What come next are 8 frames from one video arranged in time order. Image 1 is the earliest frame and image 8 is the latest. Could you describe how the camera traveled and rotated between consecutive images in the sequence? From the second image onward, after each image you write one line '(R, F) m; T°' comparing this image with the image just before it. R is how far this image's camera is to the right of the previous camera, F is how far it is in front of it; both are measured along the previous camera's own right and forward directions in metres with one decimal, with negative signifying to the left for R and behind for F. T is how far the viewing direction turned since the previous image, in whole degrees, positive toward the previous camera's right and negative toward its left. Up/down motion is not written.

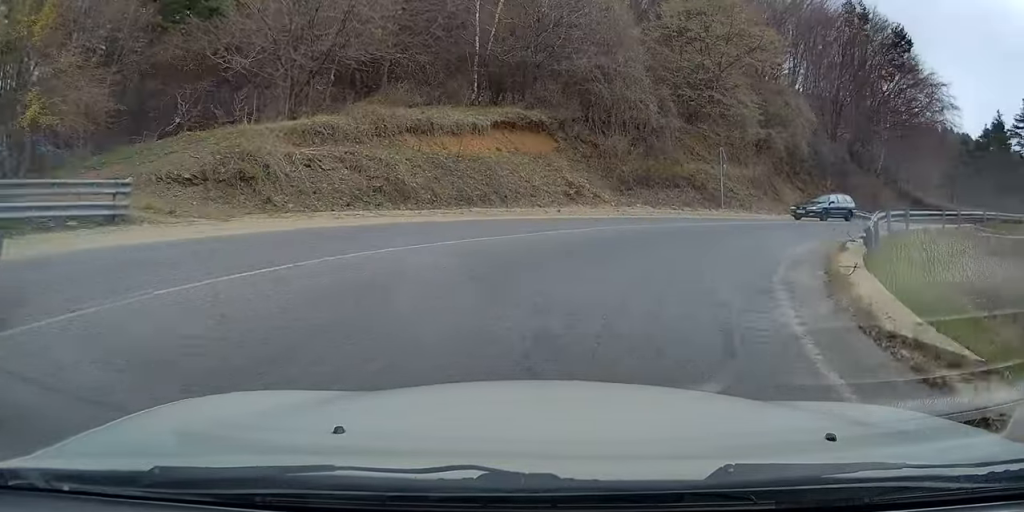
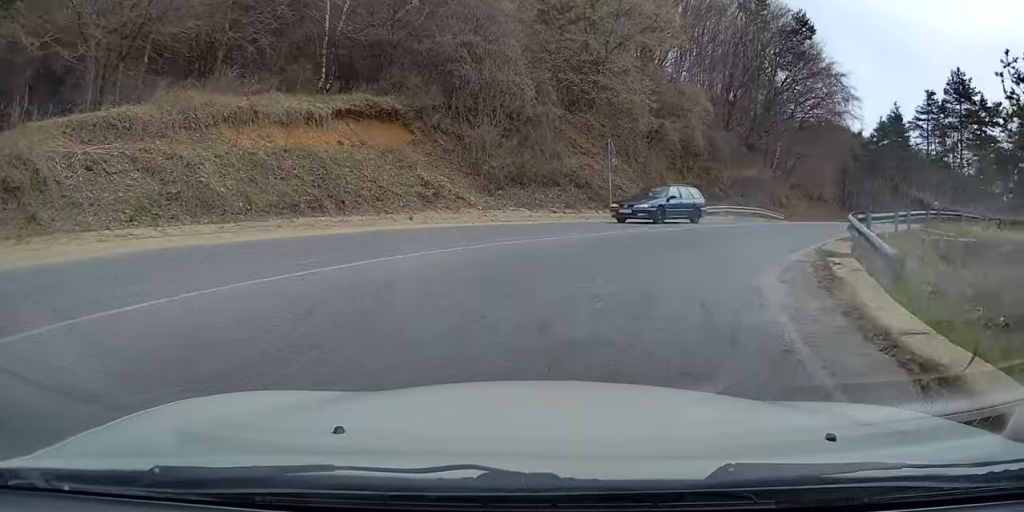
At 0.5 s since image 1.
(+0.8, +5.2) m; +10°
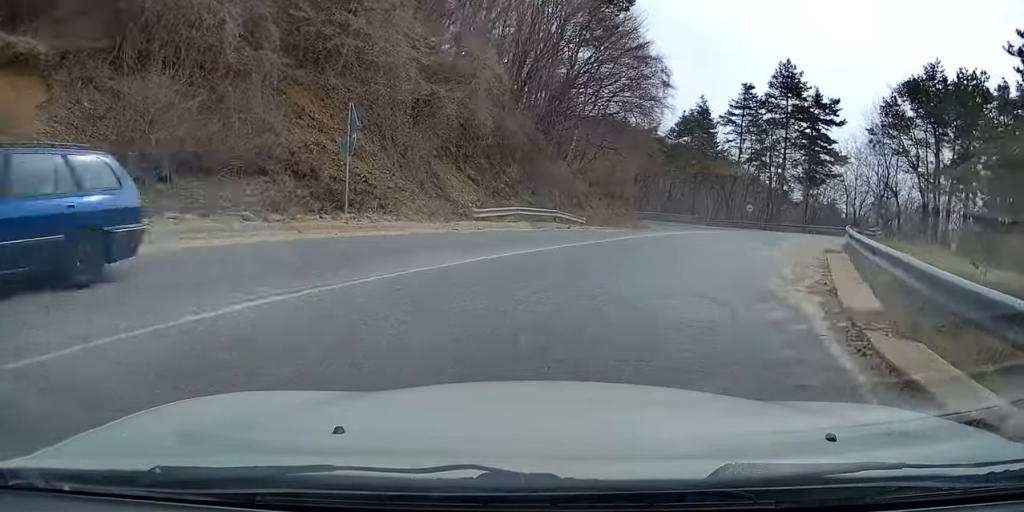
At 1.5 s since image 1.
(+1.8, +10.4) m; +16°
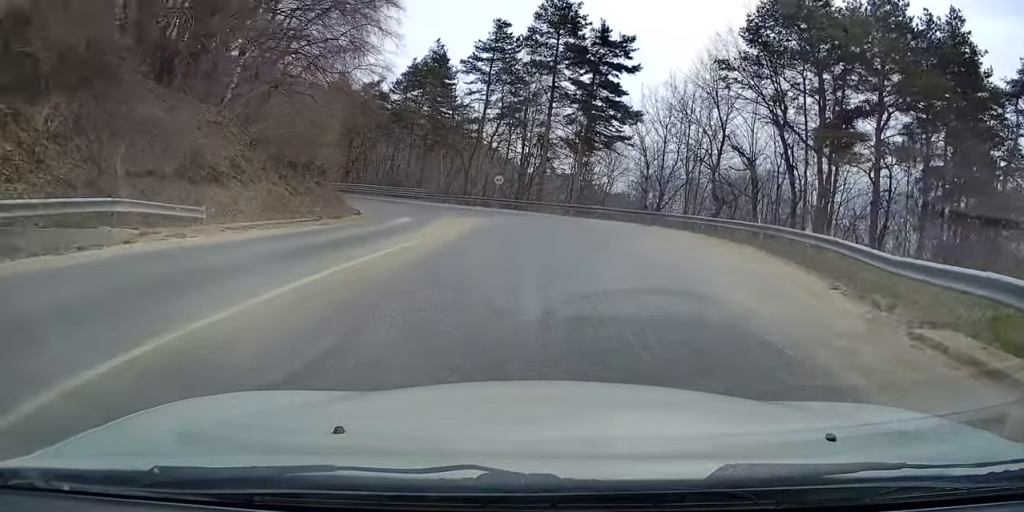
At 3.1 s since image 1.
(+2.8, +18.8) m; +17°
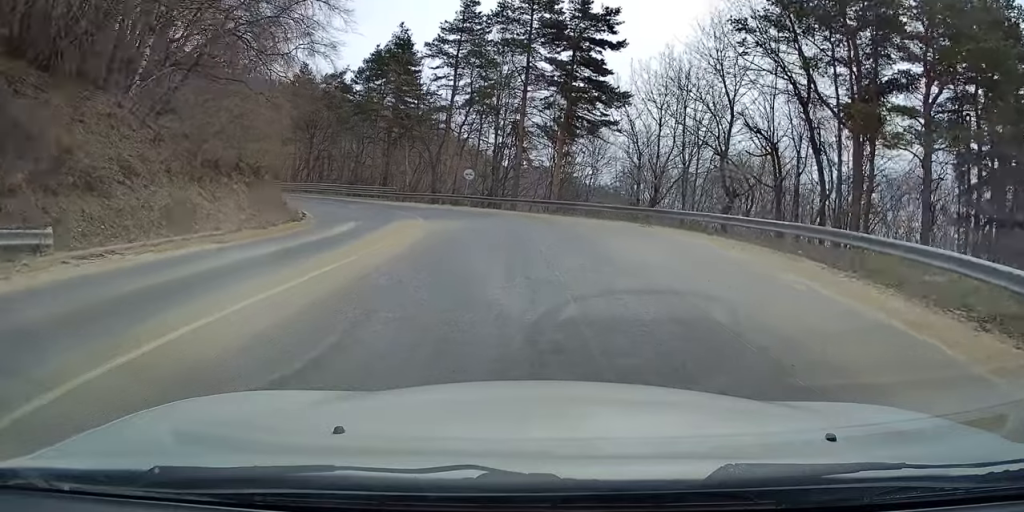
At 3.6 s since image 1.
(+0.5, +5.7) m; 0°
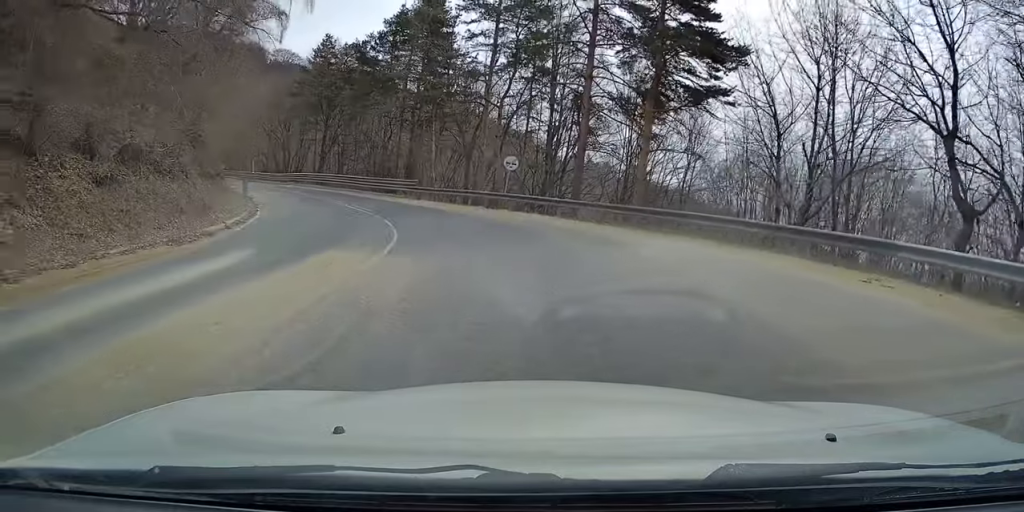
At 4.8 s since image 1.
(-0.1, +13.1) m; -4°
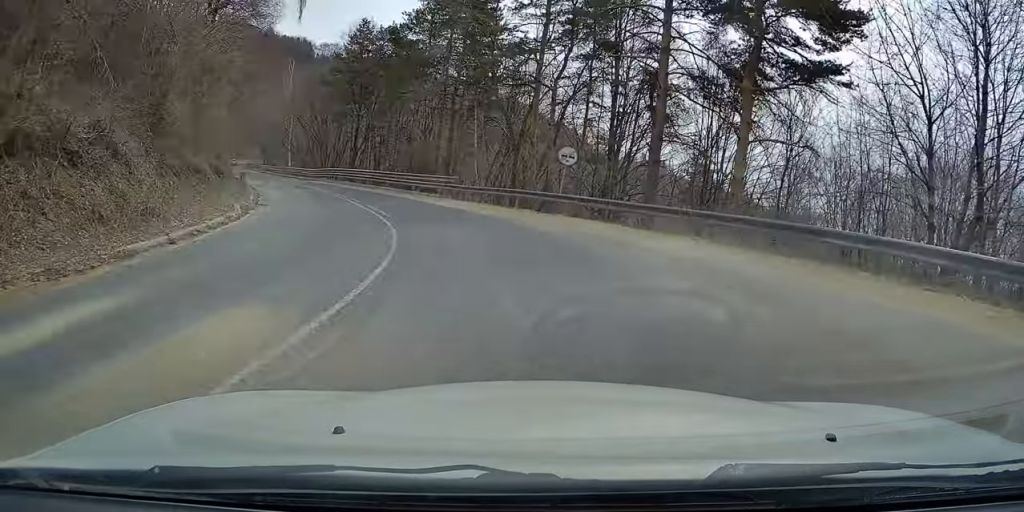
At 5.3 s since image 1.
(-0.2, +6.0) m; -4°
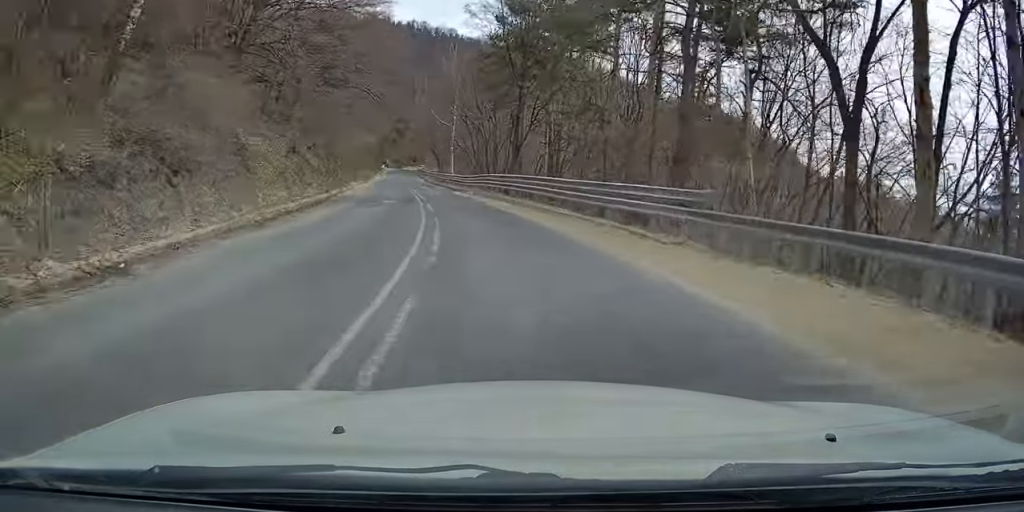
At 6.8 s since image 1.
(-2.4, +20.2) m; -13°
